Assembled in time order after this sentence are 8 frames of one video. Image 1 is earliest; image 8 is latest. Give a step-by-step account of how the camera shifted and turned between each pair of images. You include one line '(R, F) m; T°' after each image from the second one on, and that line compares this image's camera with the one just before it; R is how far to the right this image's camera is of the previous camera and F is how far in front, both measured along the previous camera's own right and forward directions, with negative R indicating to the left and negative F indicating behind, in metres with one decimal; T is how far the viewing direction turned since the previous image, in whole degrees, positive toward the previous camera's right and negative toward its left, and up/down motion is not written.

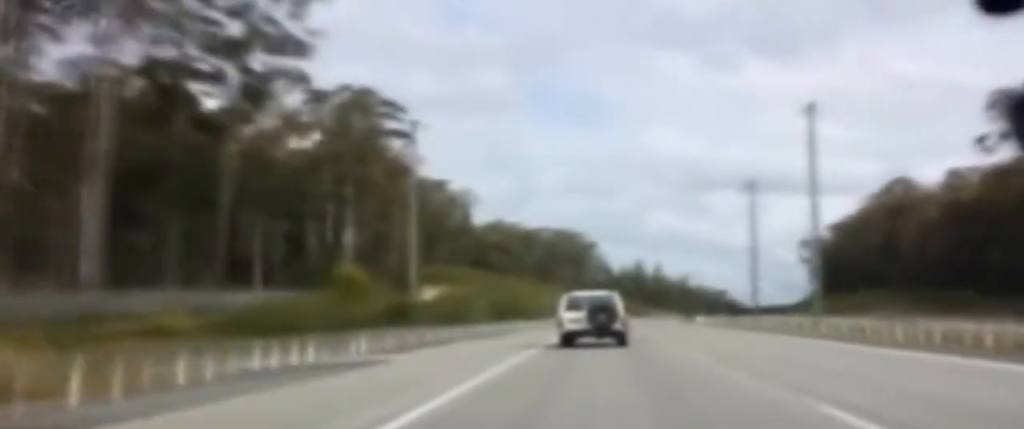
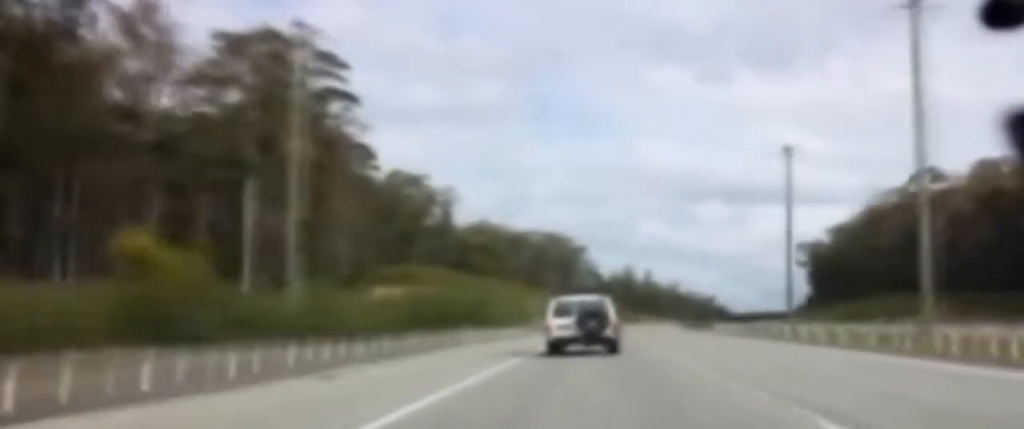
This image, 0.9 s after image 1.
(+0.2, +26.3) m; +1°
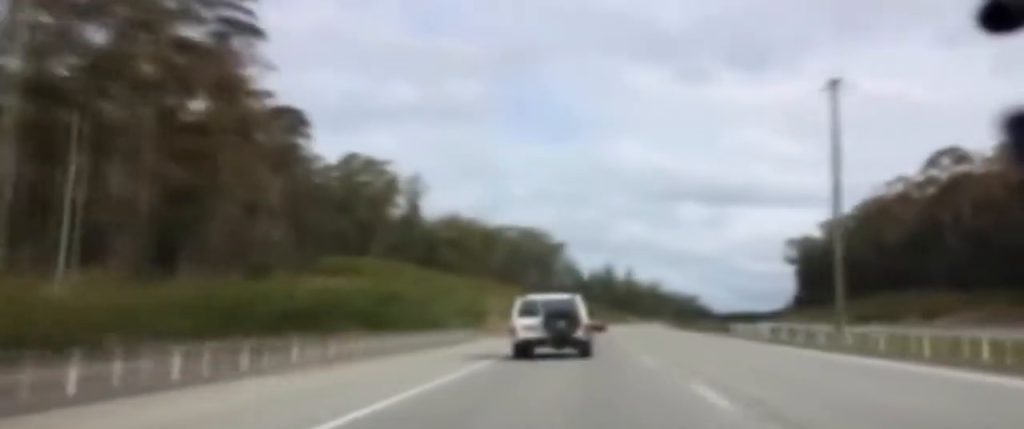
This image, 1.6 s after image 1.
(+0.1, +21.1) m; +1°
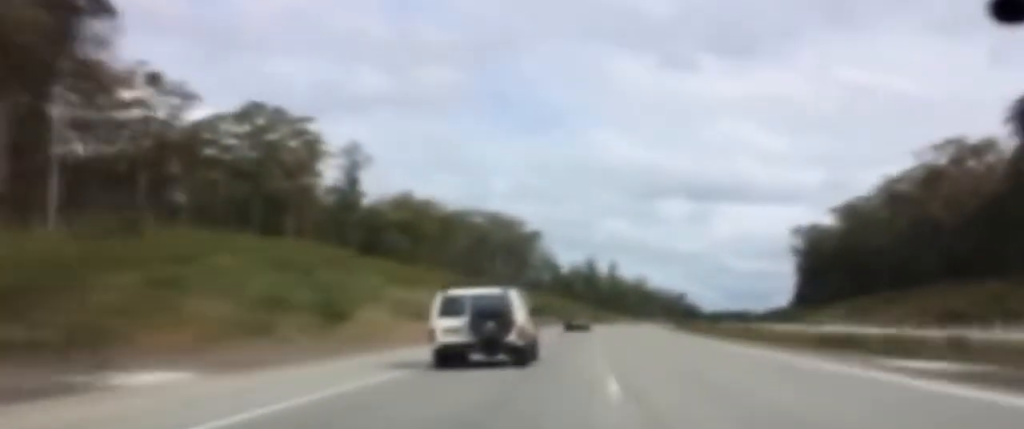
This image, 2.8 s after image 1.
(+0.3, +36.1) m; +2°
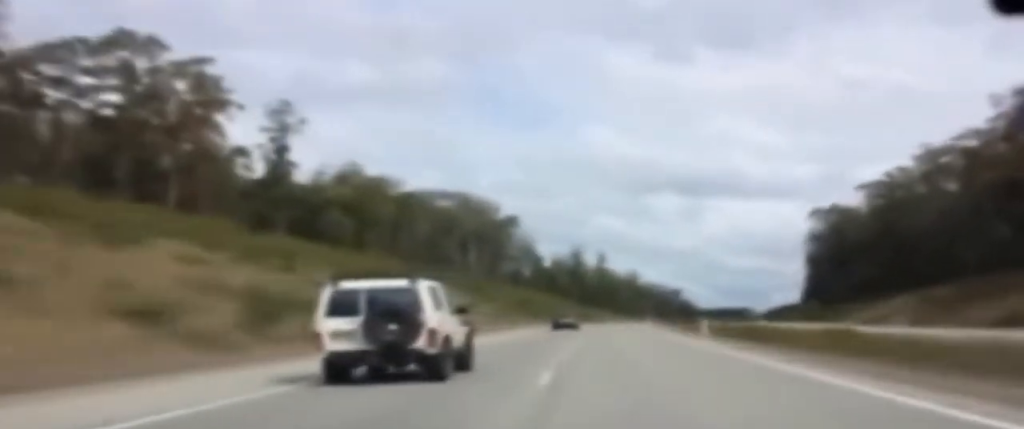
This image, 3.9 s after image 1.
(+0.5, +35.1) m; +1°
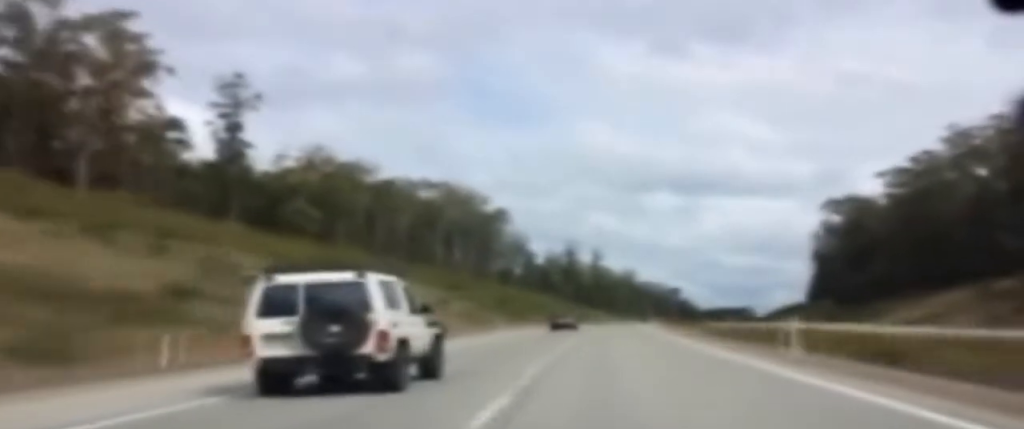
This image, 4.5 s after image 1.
(0.0, +18.0) m; 0°
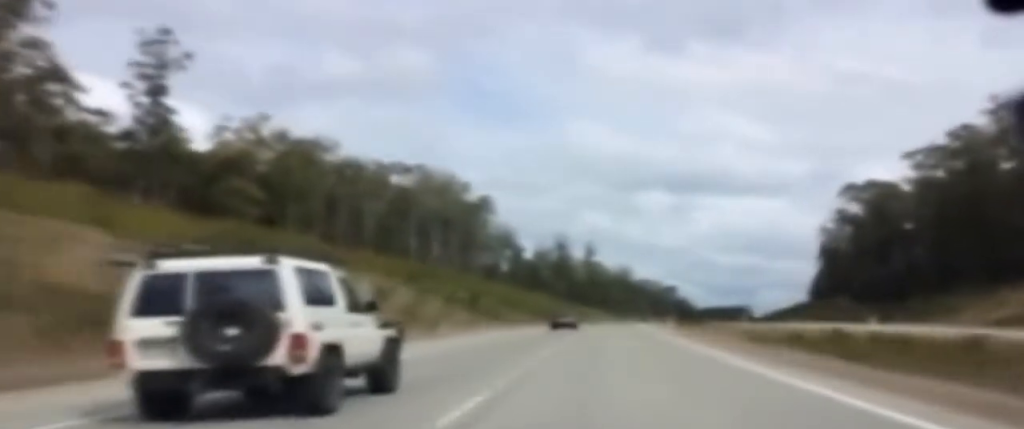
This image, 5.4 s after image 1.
(-0.1, +25.0) m; 0°
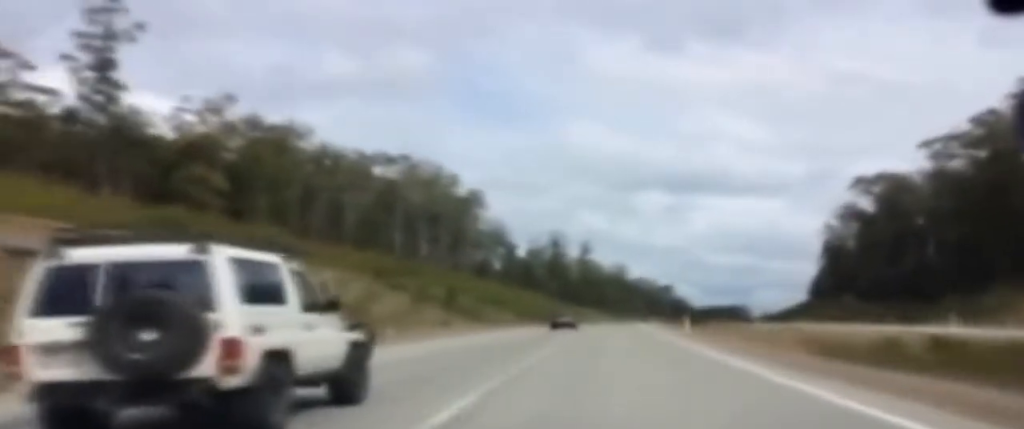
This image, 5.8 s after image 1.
(-0.1, +13.0) m; 0°
